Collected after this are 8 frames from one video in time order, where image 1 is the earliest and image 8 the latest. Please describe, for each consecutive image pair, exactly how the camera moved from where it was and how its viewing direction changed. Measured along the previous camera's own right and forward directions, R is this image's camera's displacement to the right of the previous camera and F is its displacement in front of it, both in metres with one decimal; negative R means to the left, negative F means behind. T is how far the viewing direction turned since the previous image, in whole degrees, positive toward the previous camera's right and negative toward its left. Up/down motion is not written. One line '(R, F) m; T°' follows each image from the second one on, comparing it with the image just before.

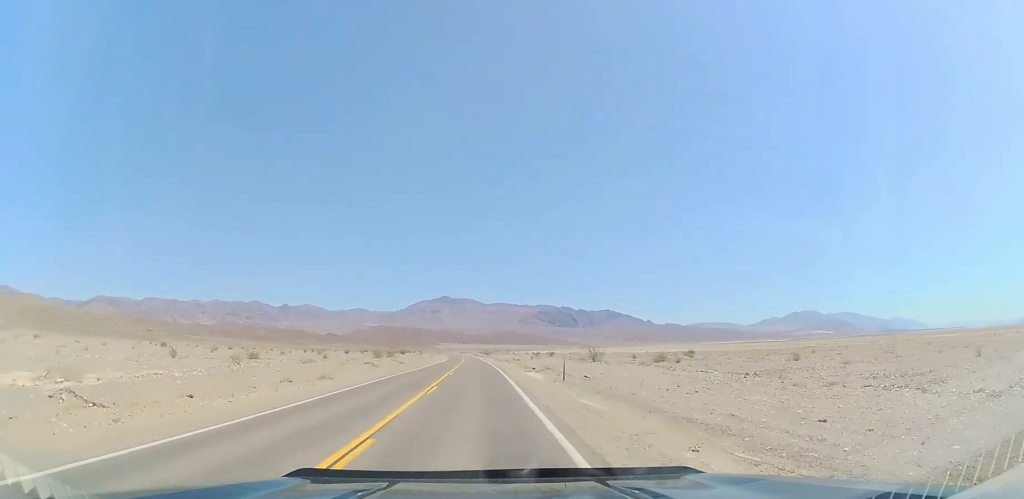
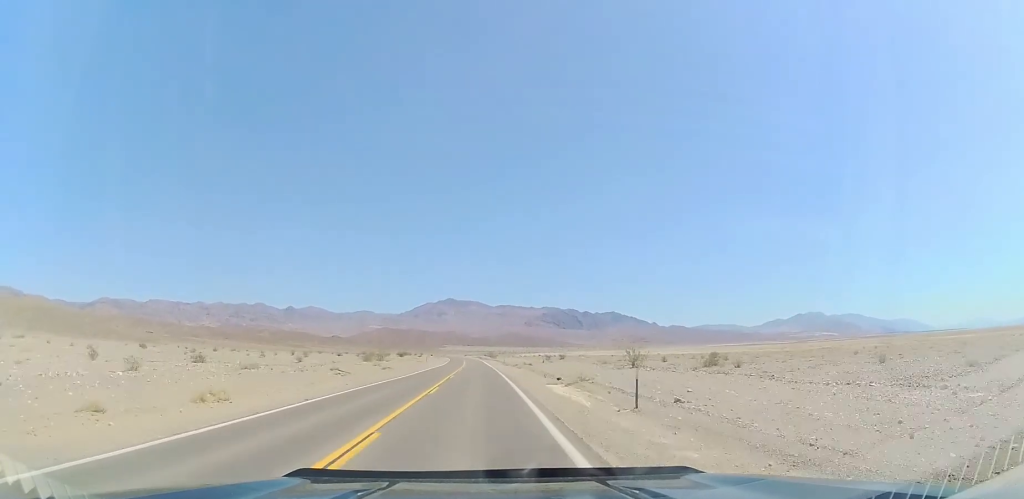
(+0.2, +13.9) m; 0°
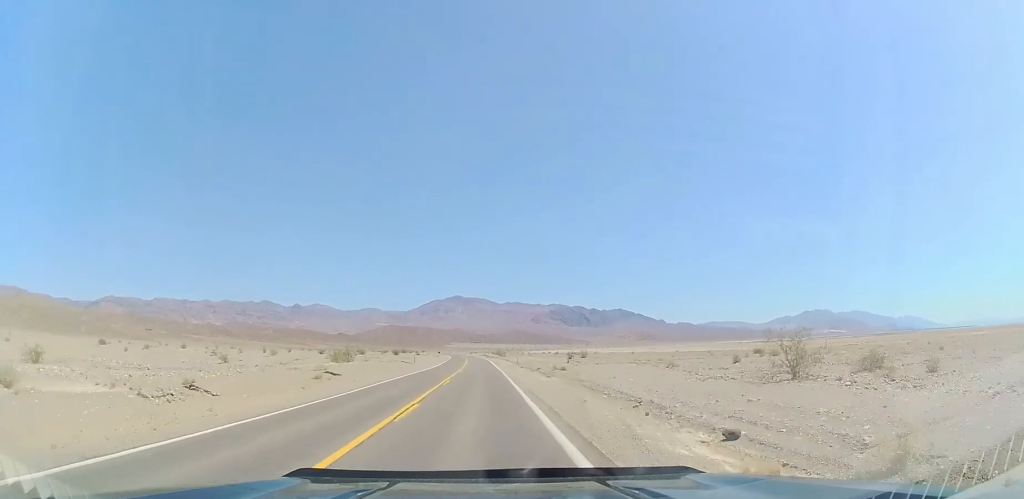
(-0.1, +23.9) m; -1°
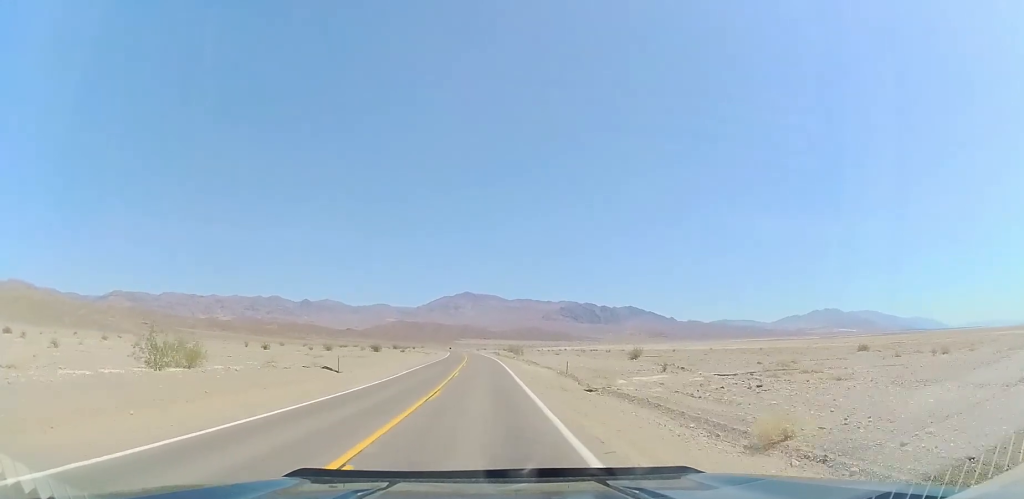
(-0.8, +38.9) m; -1°
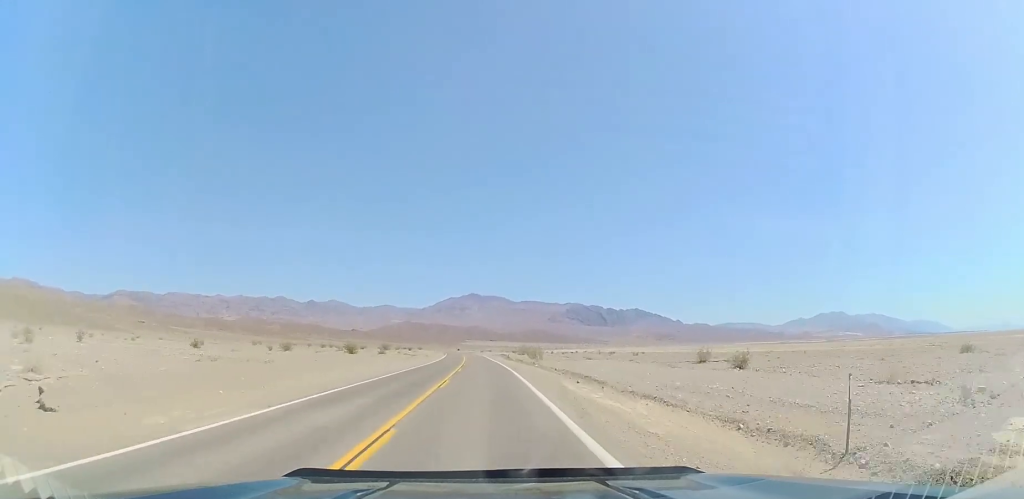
(0.0, +25.9) m; 0°
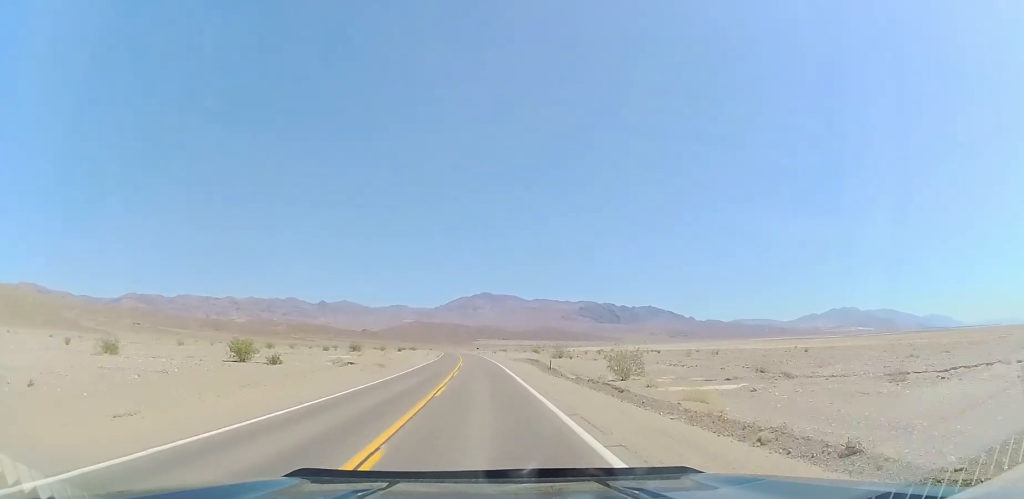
(-0.6, +45.7) m; -2°
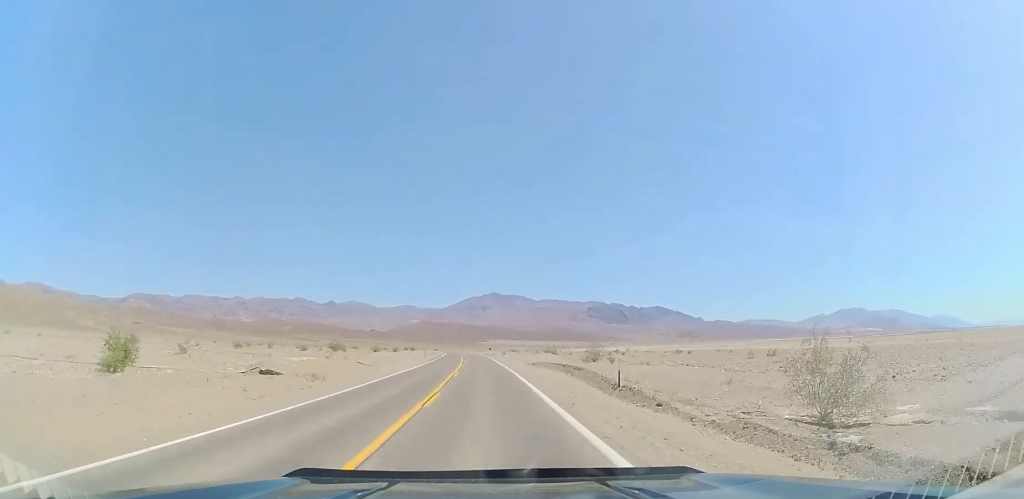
(-0.2, +18.7) m; 0°
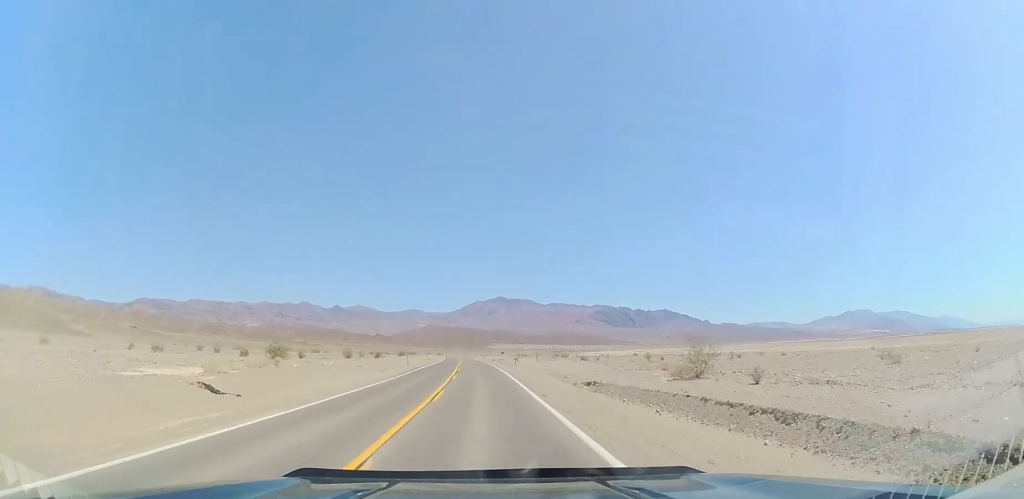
(-0.1, +26.6) m; 0°
